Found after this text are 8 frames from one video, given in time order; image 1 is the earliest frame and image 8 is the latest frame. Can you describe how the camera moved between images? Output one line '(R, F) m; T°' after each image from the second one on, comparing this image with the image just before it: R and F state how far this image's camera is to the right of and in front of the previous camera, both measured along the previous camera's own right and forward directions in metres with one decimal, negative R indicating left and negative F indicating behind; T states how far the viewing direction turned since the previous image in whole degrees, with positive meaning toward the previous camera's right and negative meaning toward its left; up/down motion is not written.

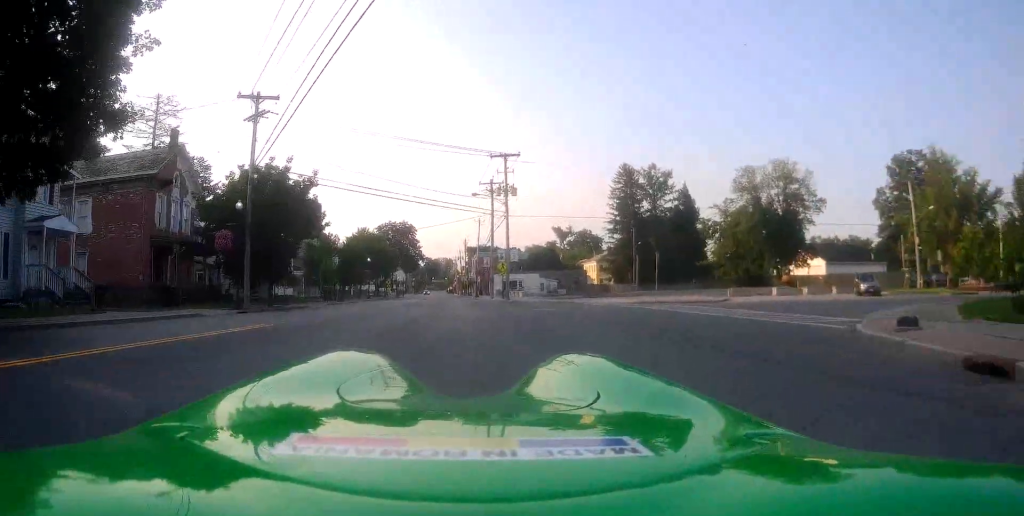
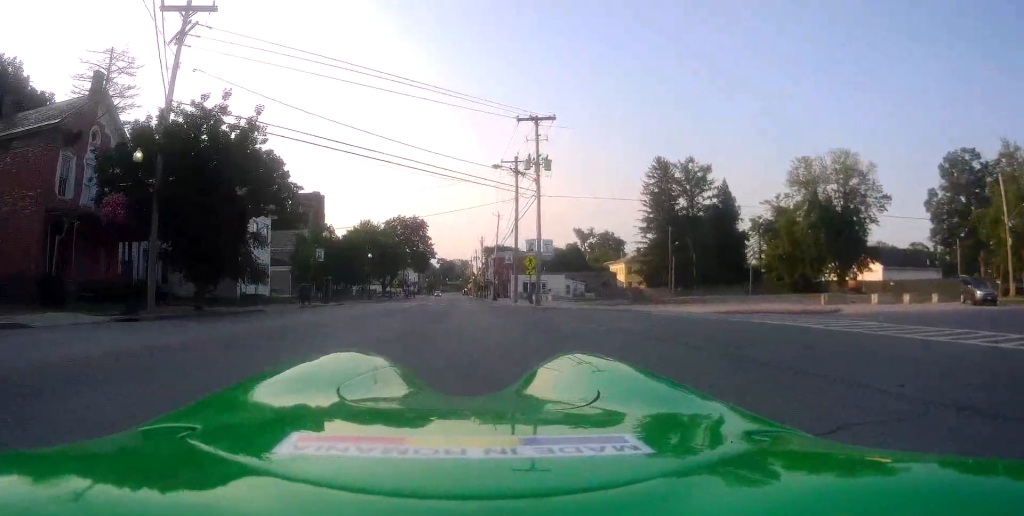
(-0.3, +11.4) m; -1°
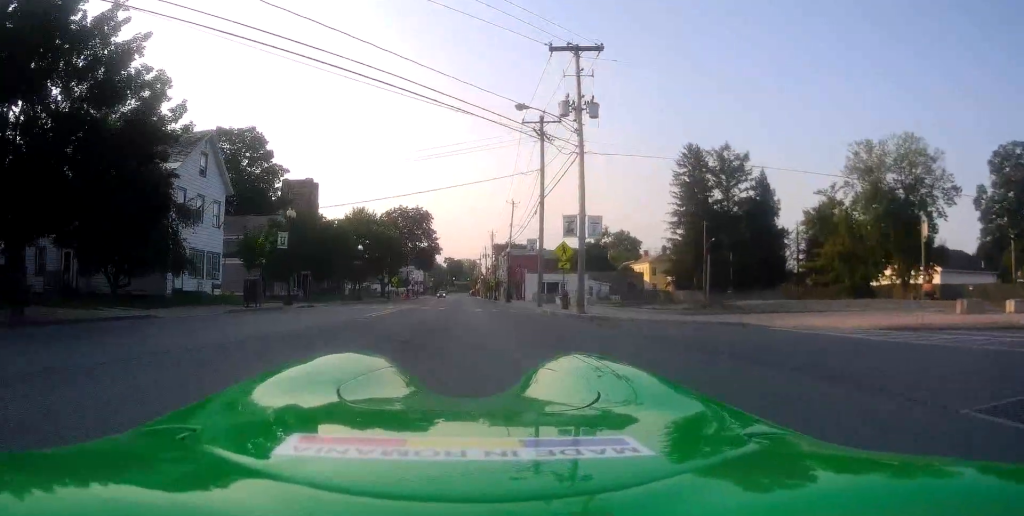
(0.0, +11.5) m; -1°
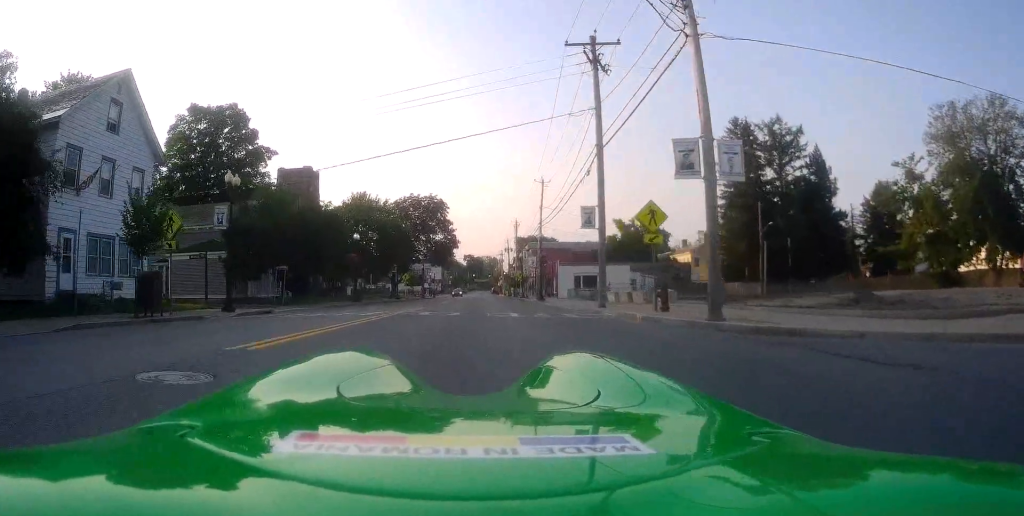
(-0.3, +11.9) m; -2°
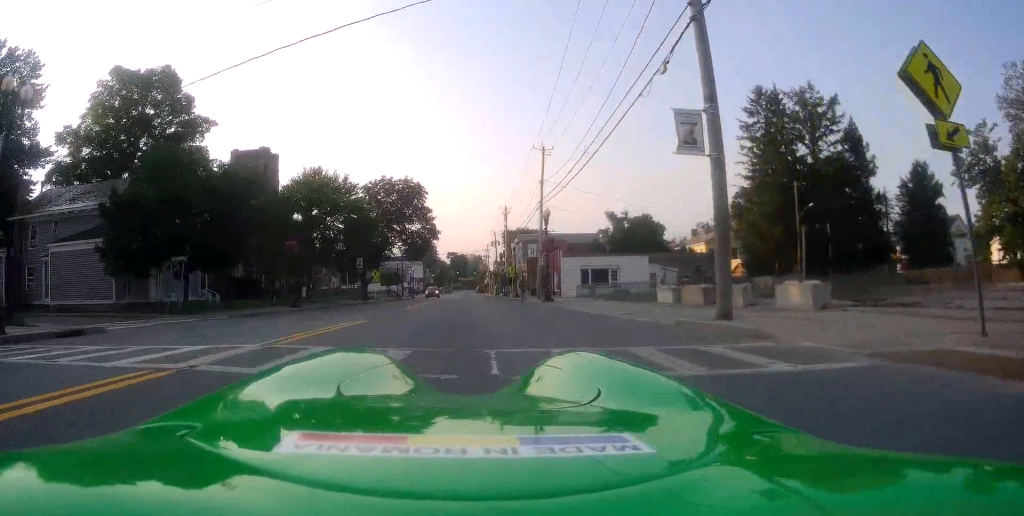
(0.0, +12.7) m; +2°
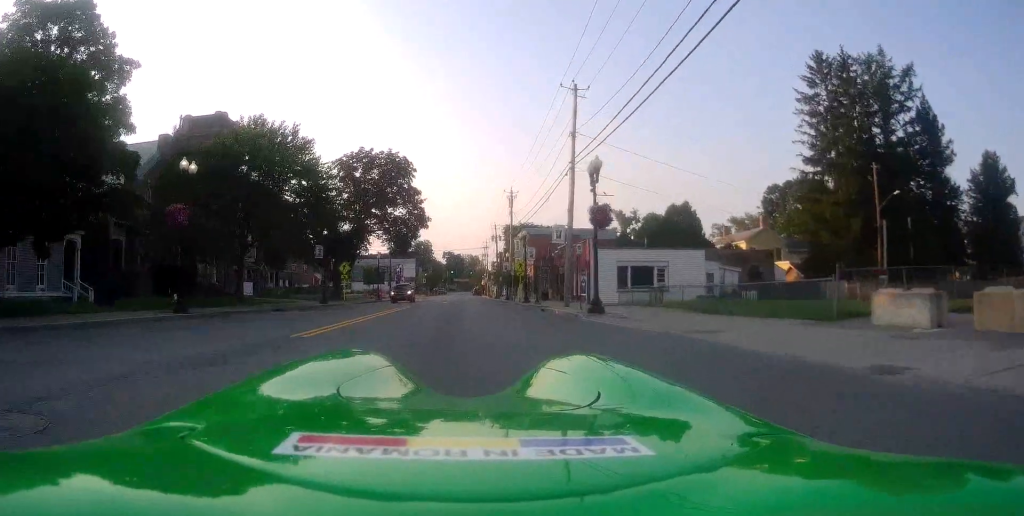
(+0.4, +14.5) m; +1°
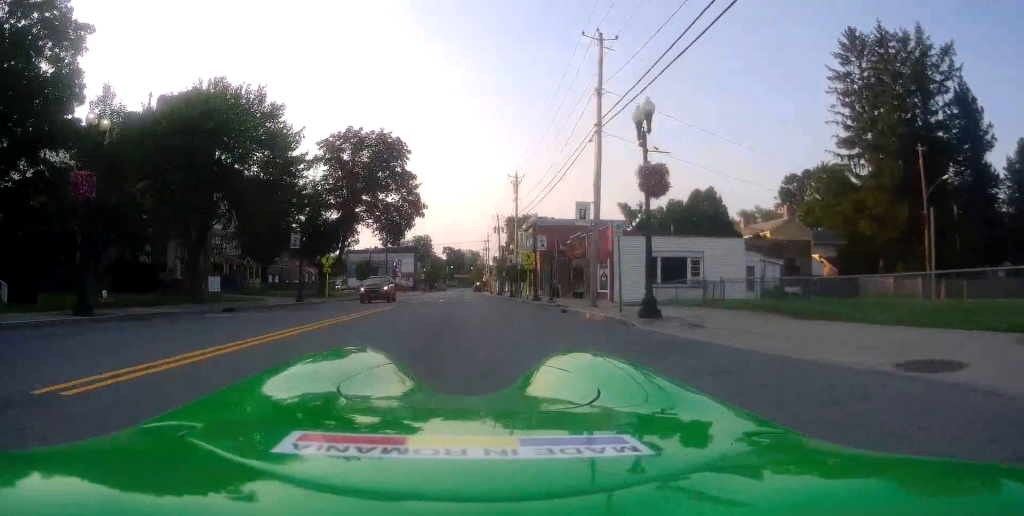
(-0.2, +6.6) m; 0°
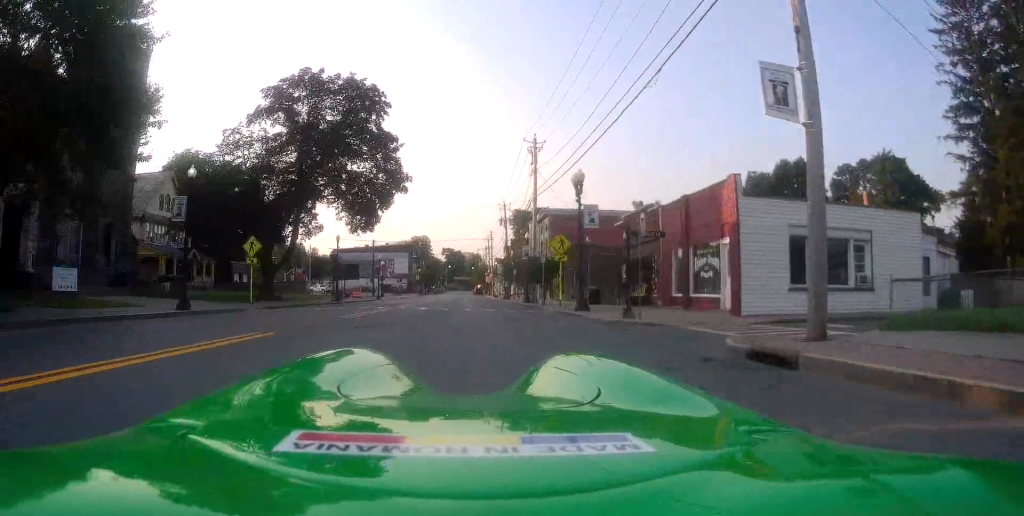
(+0.2, +15.9) m; 0°
